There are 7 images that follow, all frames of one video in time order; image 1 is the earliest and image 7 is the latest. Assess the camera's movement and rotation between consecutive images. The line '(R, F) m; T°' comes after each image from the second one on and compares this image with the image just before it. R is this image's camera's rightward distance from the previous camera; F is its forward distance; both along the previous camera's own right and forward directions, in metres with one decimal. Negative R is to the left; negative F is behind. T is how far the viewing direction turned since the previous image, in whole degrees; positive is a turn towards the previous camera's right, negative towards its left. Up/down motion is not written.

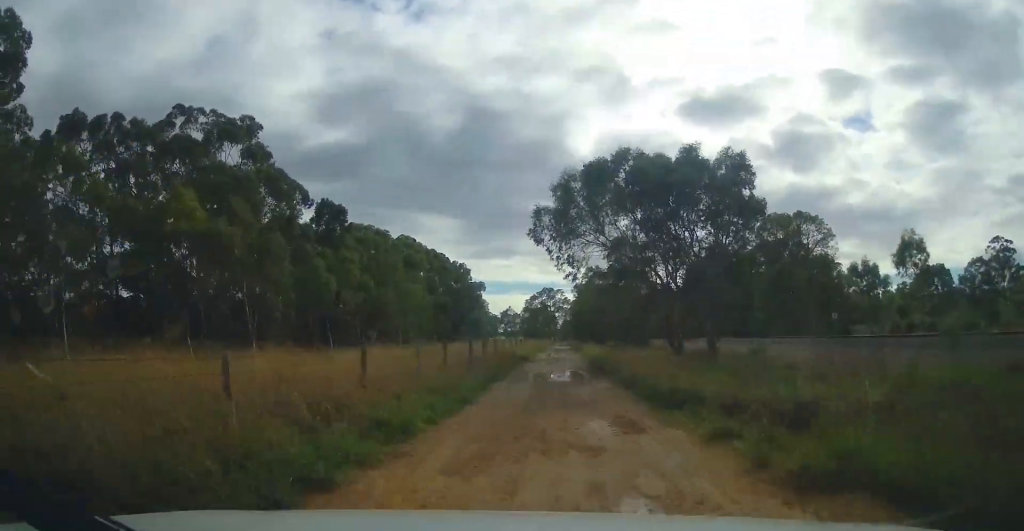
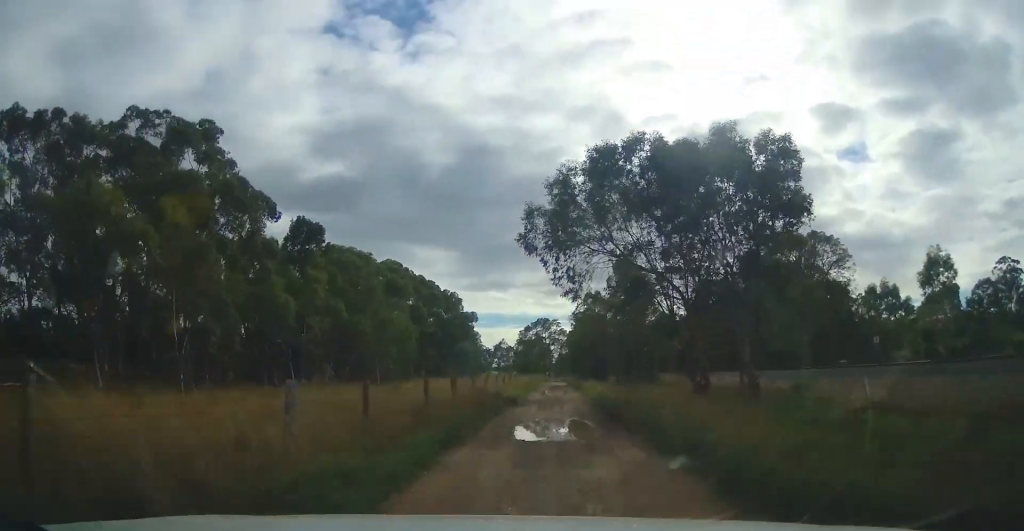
(0.0, +6.8) m; 0°
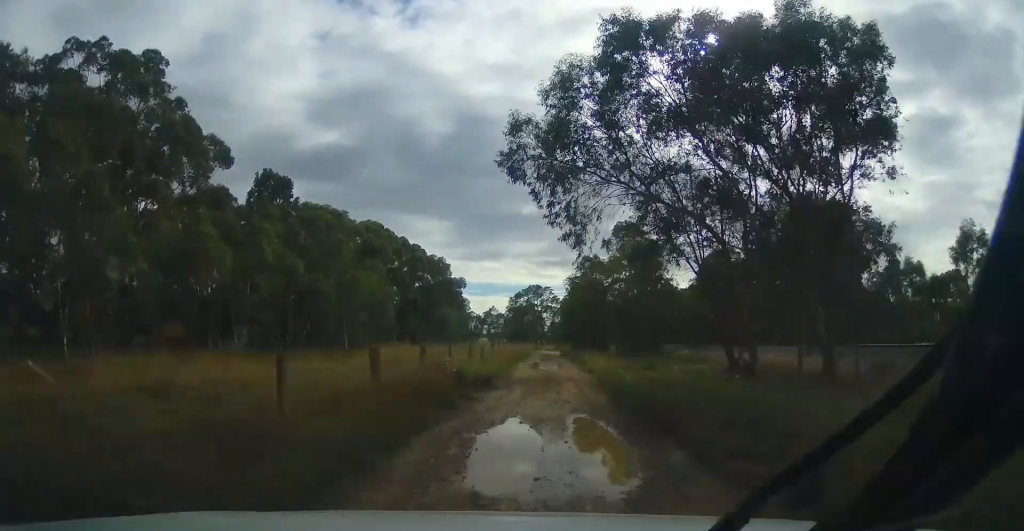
(0.0, +7.6) m; 0°
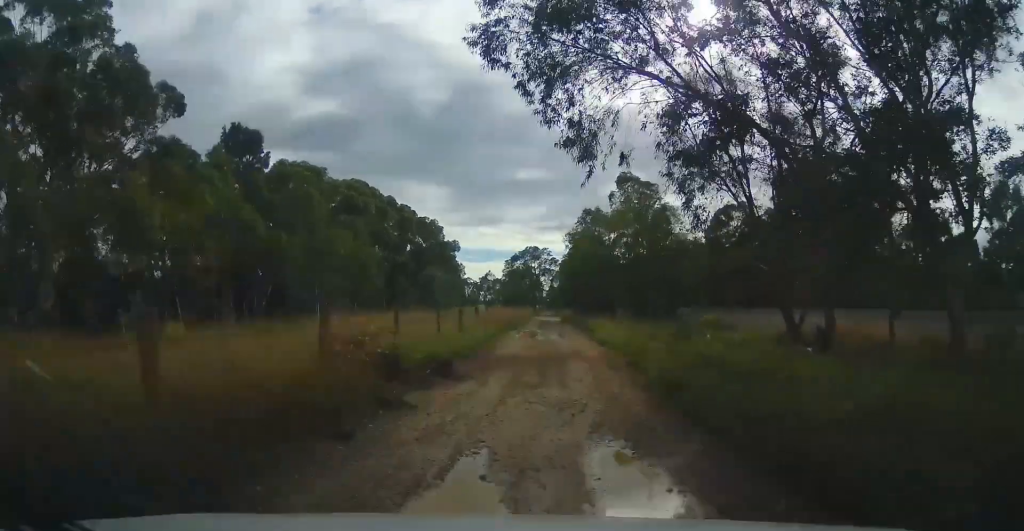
(0.0, +6.1) m; 0°
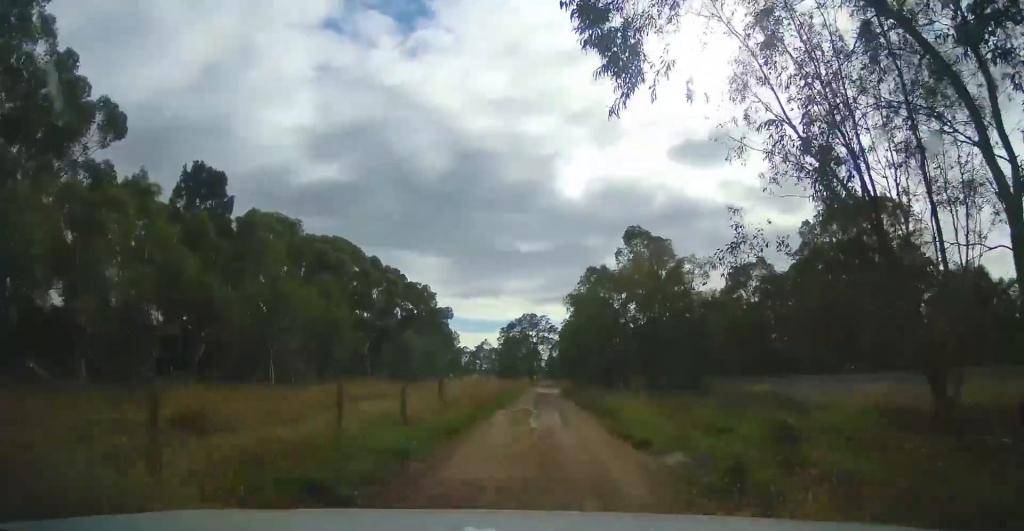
(0.0, +7.5) m; 0°
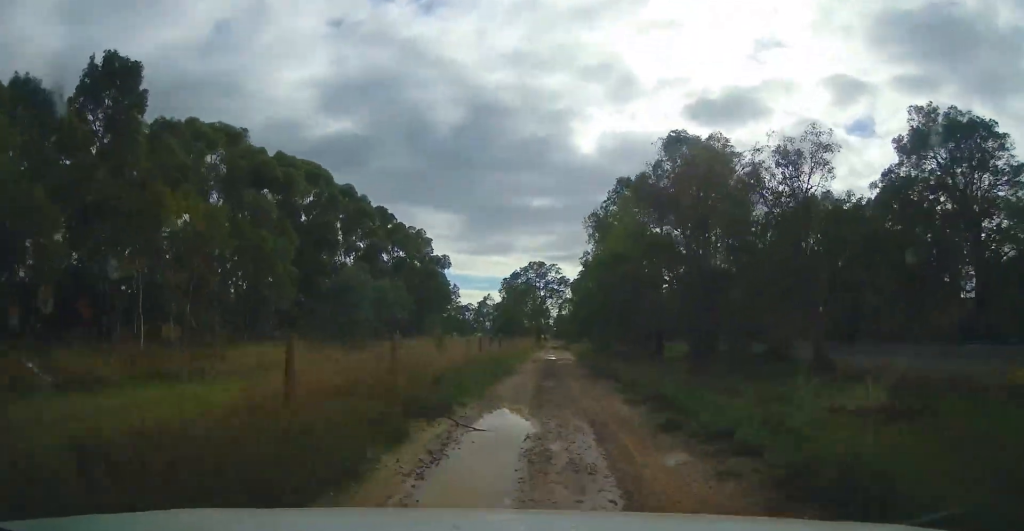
(-0.1, +14.1) m; -1°
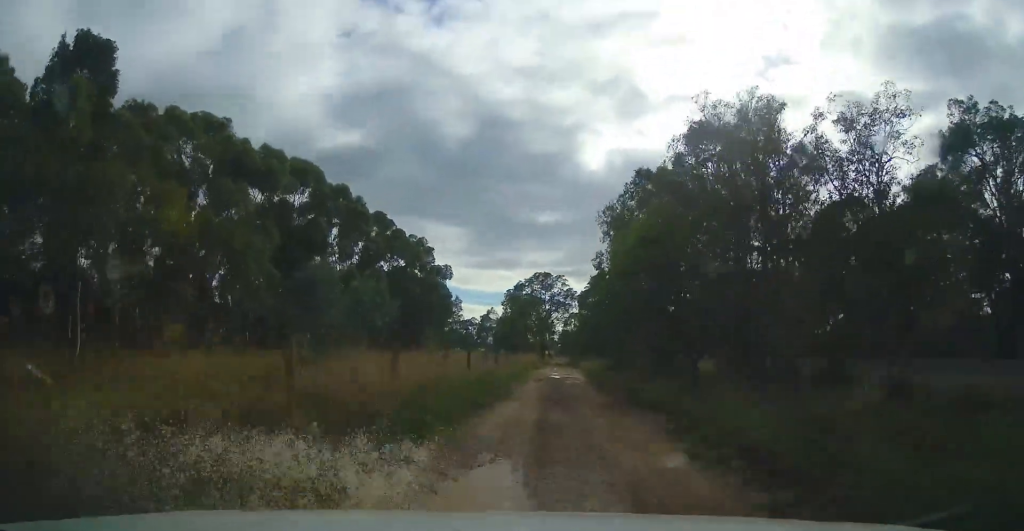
(0.0, +4.4) m; 0°
